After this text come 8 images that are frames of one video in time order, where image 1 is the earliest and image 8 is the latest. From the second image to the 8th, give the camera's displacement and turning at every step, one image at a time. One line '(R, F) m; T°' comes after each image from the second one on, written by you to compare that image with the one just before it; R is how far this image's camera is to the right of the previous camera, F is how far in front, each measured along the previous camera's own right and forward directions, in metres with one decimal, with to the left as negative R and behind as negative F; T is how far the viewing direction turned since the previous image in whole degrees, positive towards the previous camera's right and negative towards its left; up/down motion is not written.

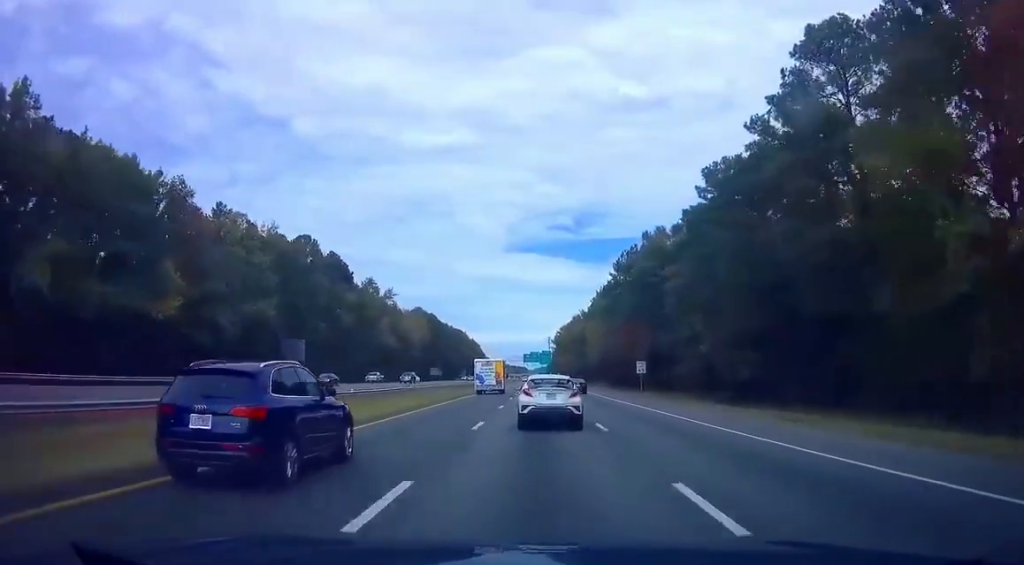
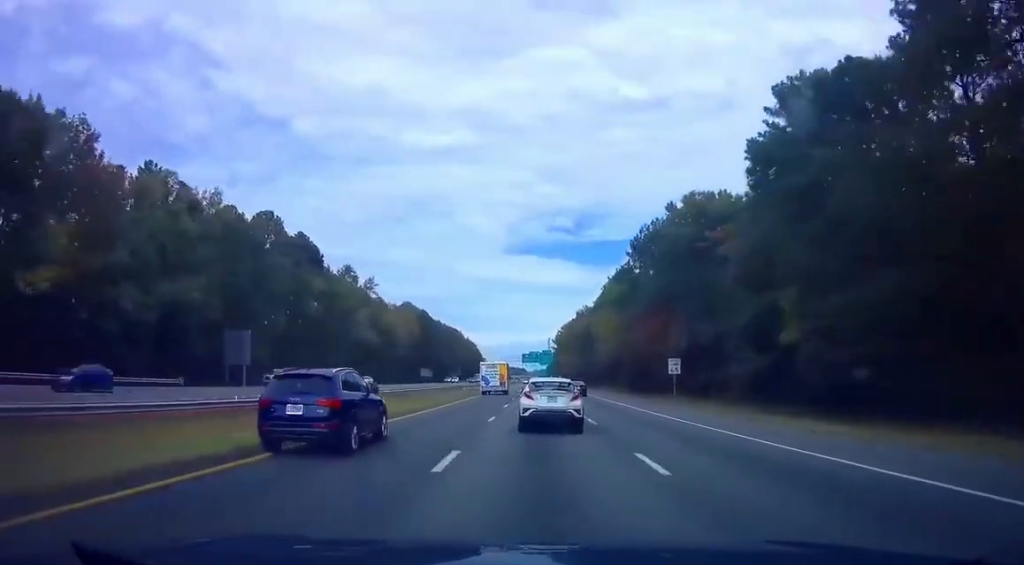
(+0.1, +19.8) m; 0°
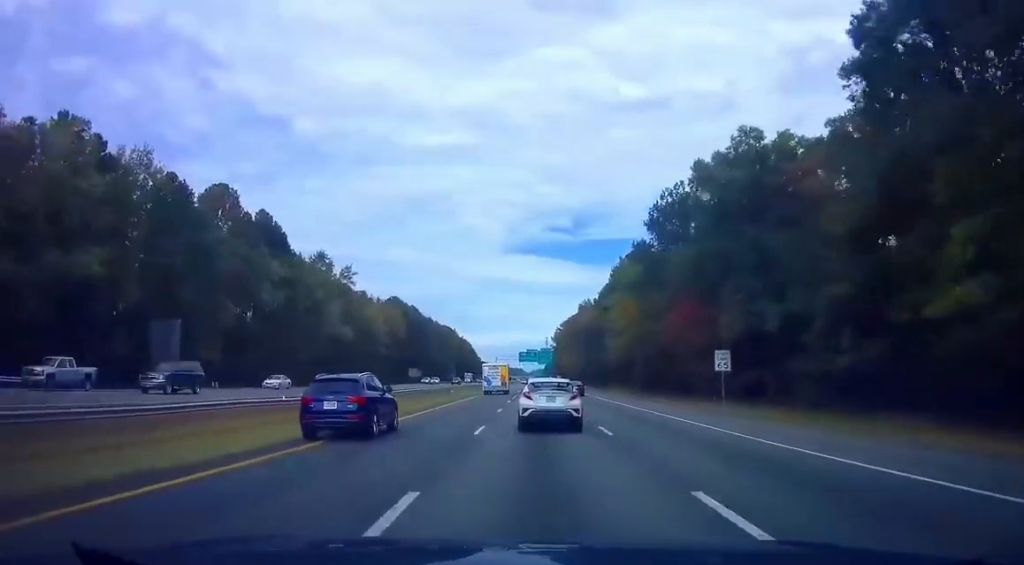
(+0.1, +16.9) m; 0°
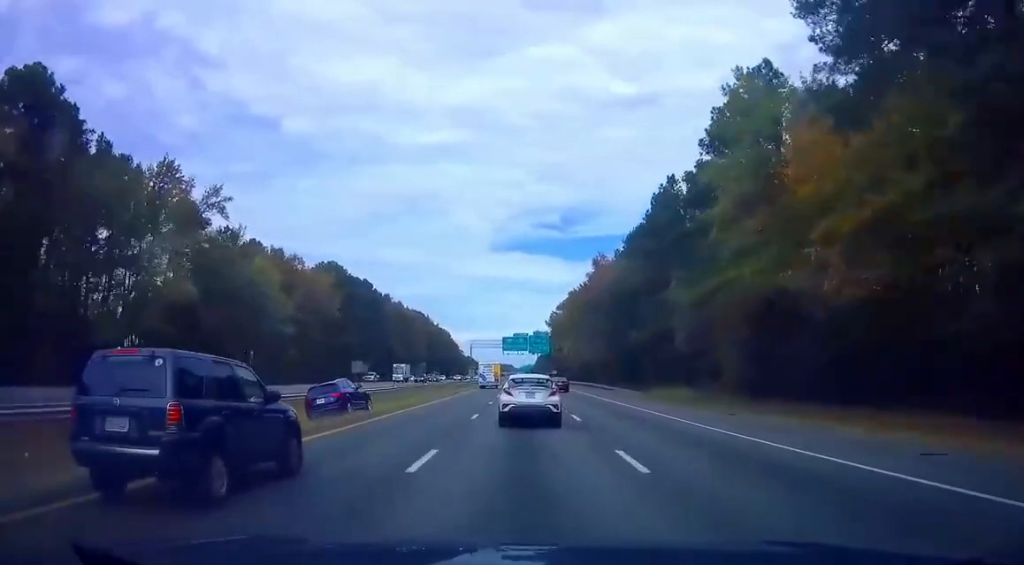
(-0.5, +54.7) m; -1°
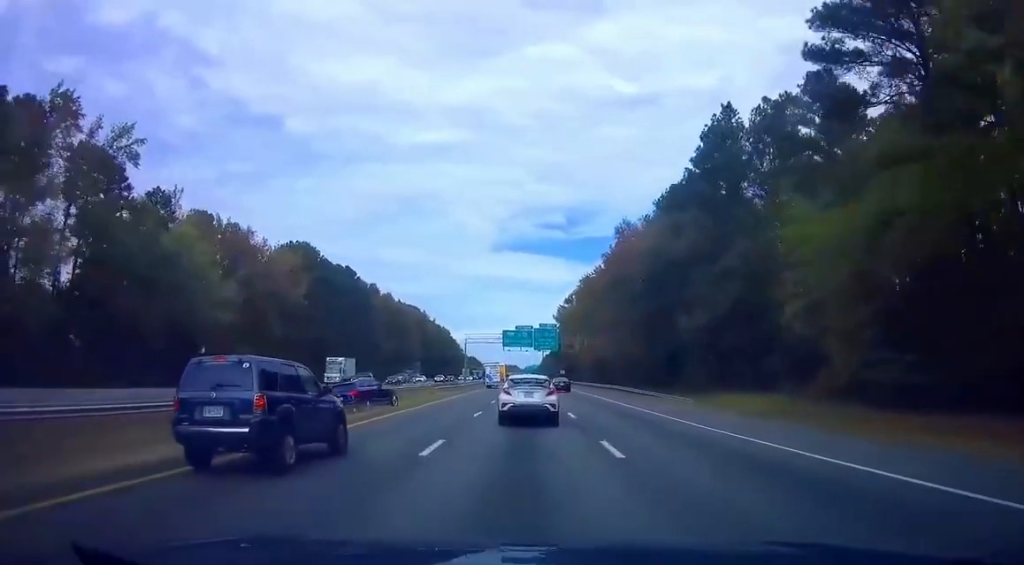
(+0.1, +20.6) m; 0°
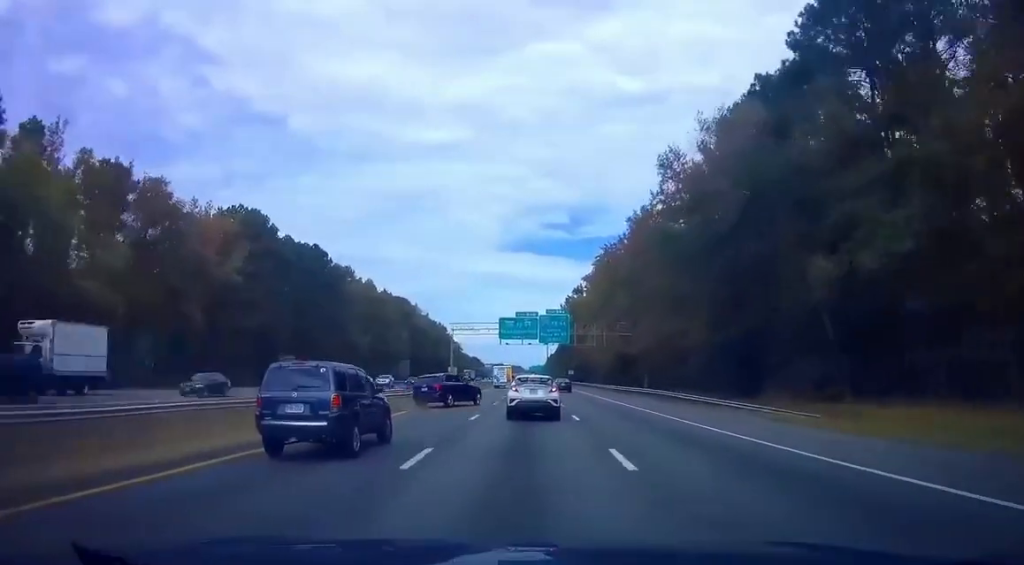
(-0.2, +24.0) m; -1°
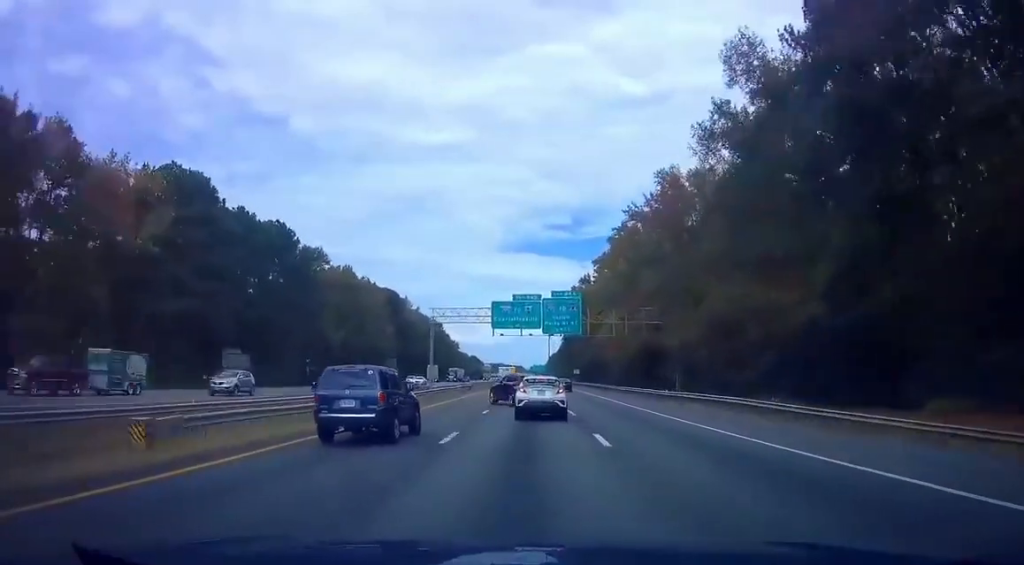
(-0.1, +18.2) m; 0°
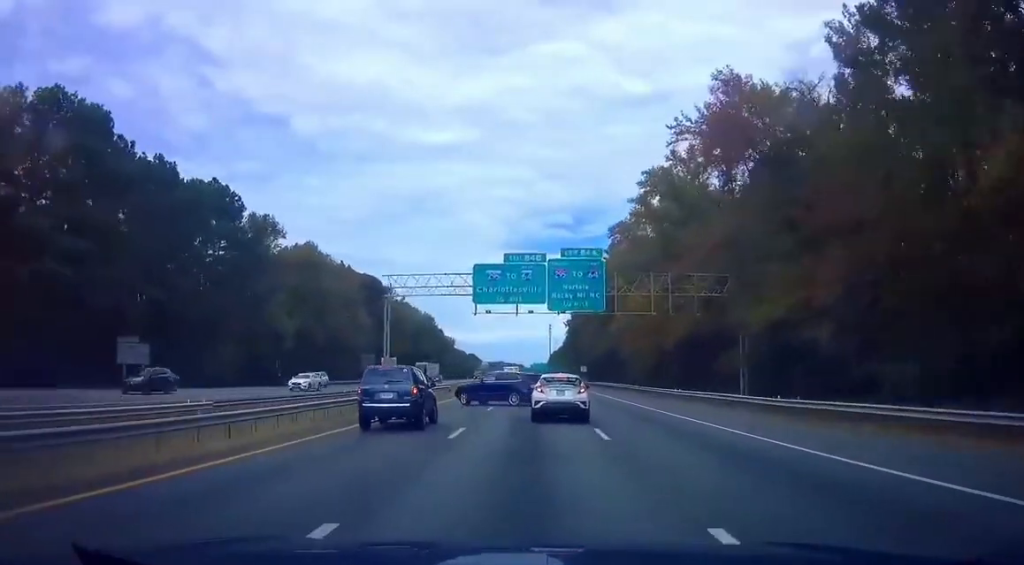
(+0.3, +20.8) m; +2°
